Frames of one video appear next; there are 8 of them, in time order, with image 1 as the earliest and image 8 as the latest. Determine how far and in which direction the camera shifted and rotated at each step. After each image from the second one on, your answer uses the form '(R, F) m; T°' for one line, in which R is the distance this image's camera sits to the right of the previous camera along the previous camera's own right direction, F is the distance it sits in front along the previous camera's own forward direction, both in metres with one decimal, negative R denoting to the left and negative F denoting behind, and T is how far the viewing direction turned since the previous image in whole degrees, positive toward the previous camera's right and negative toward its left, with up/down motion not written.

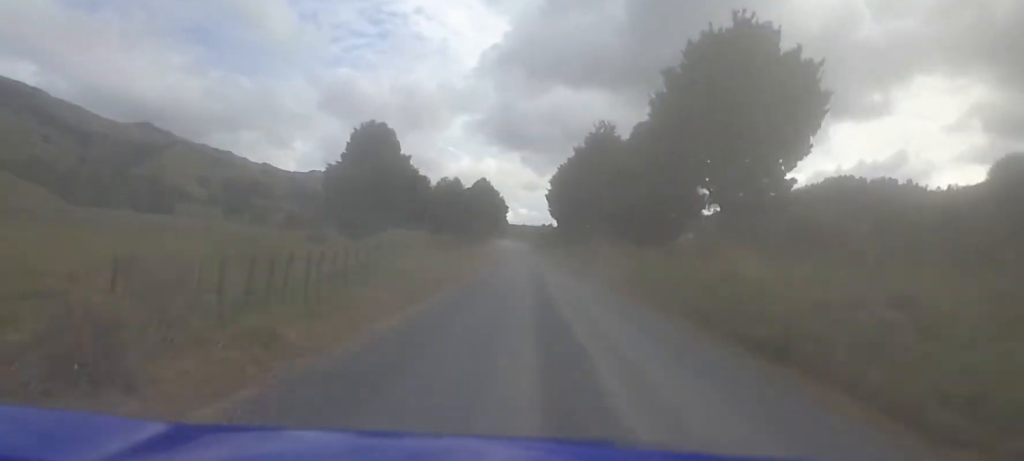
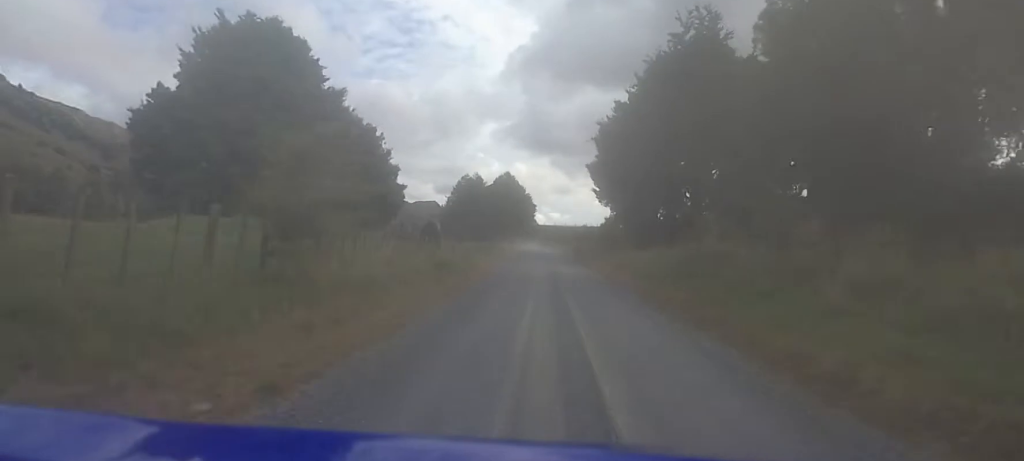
(-1.0, +33.7) m; -4°
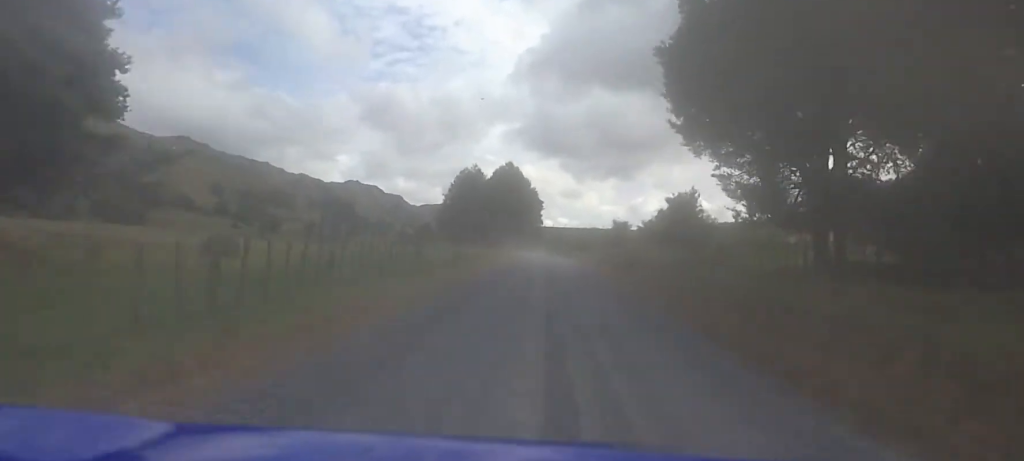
(-0.7, +29.8) m; 0°
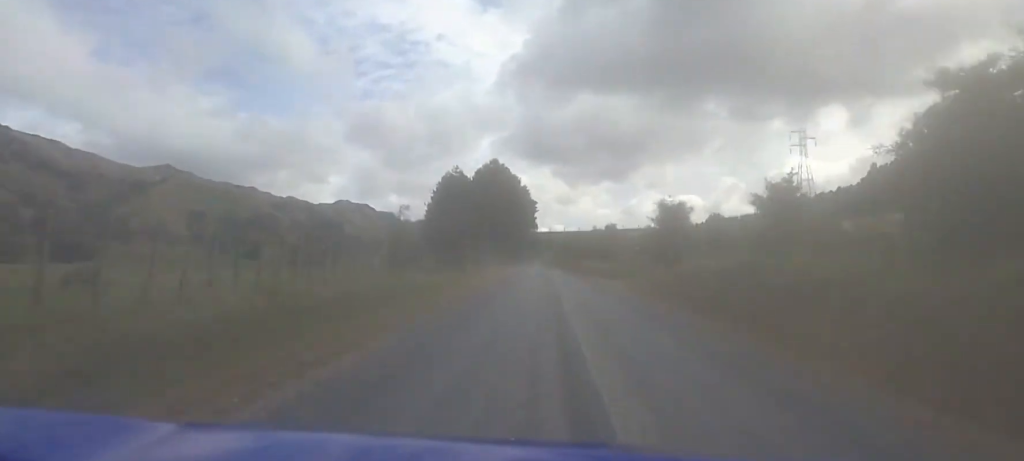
(+0.7, +23.6) m; +1°
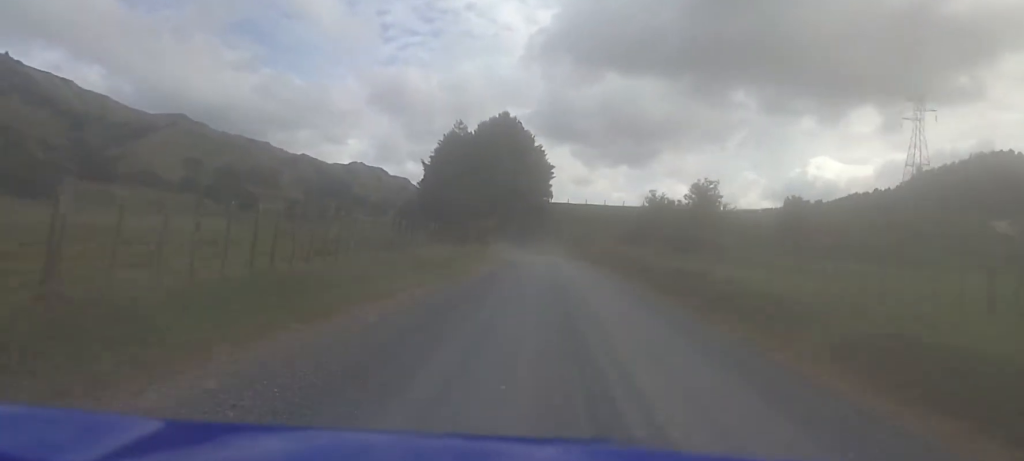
(-0.7, +28.2) m; -3°
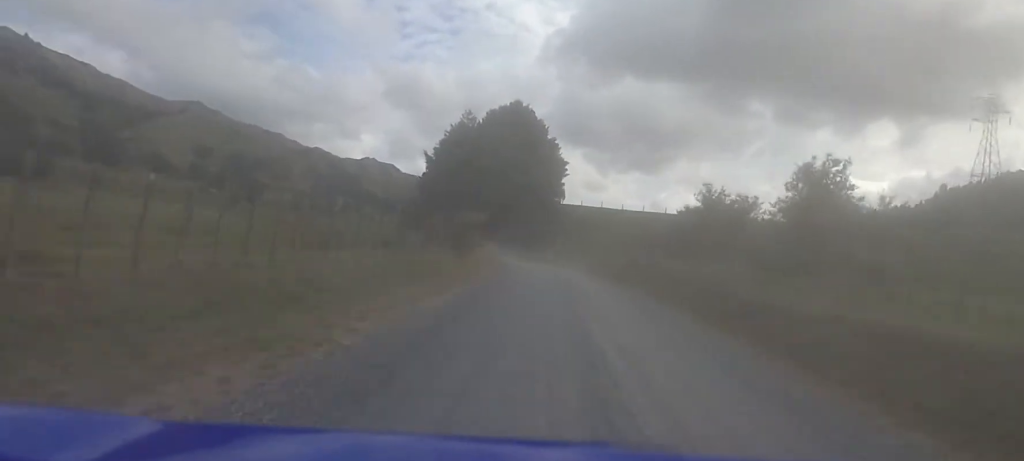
(-0.2, +10.8) m; -2°
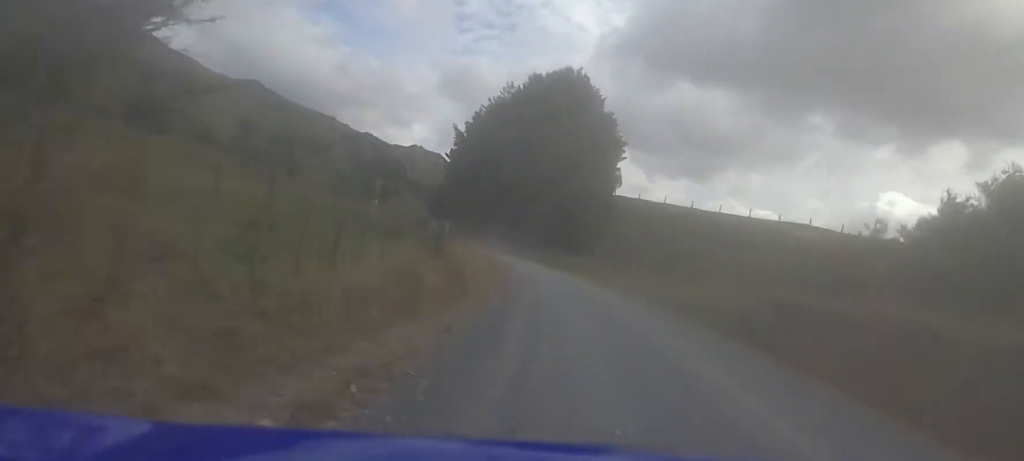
(0.0, +20.3) m; -7°
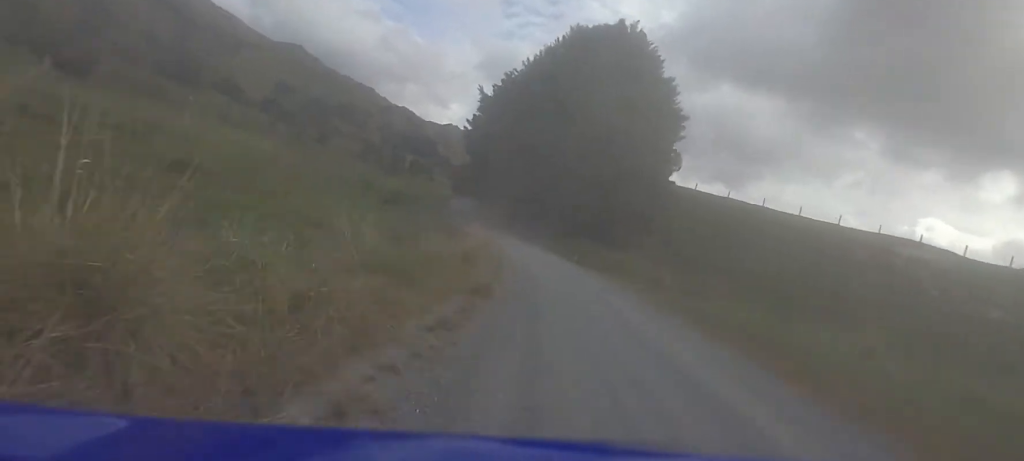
(-1.9, +14.4) m; -3°
